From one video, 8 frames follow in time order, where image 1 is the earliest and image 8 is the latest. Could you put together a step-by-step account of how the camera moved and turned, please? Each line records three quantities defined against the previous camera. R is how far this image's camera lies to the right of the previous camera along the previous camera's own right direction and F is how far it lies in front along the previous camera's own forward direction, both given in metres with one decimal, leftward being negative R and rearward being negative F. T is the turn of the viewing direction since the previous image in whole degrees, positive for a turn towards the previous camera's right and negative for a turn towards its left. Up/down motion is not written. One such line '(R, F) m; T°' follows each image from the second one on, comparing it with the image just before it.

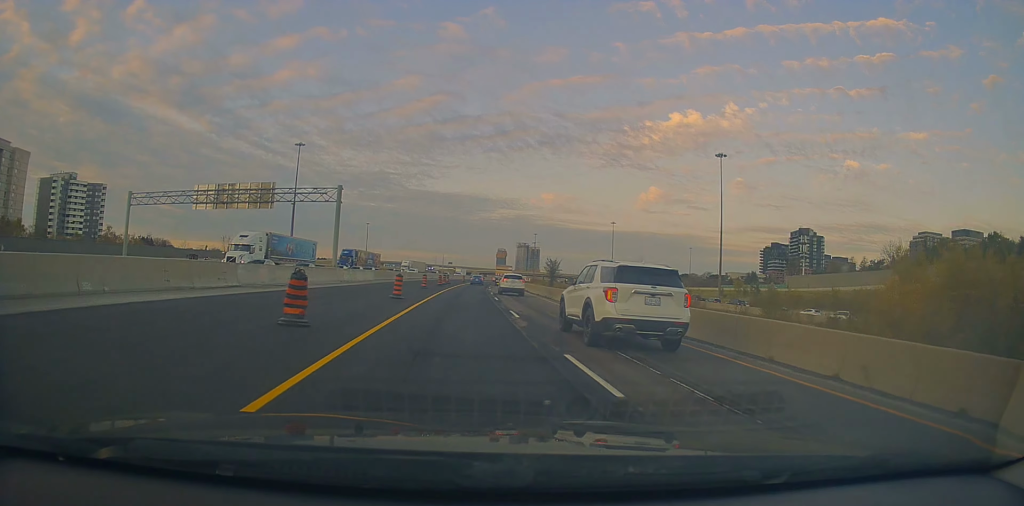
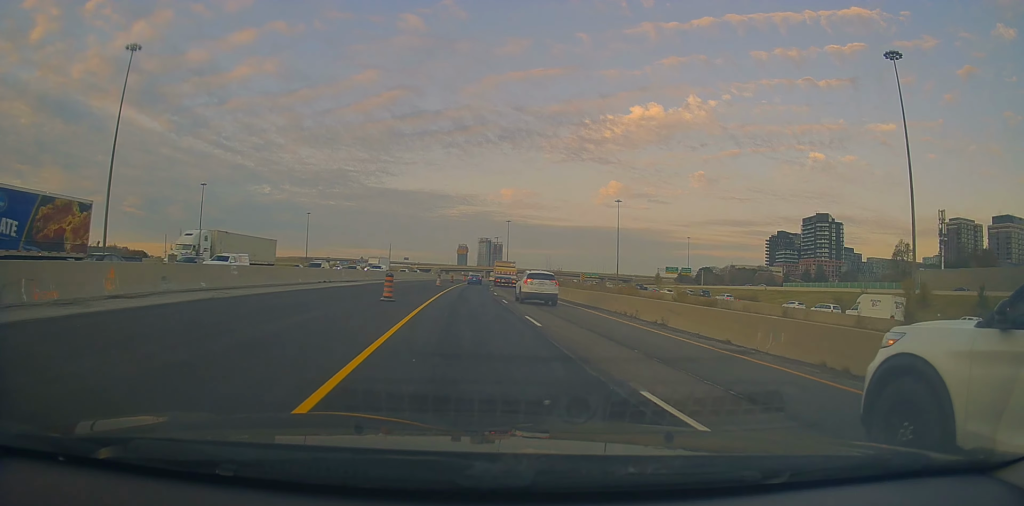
(+1.7, +74.8) m; +4°
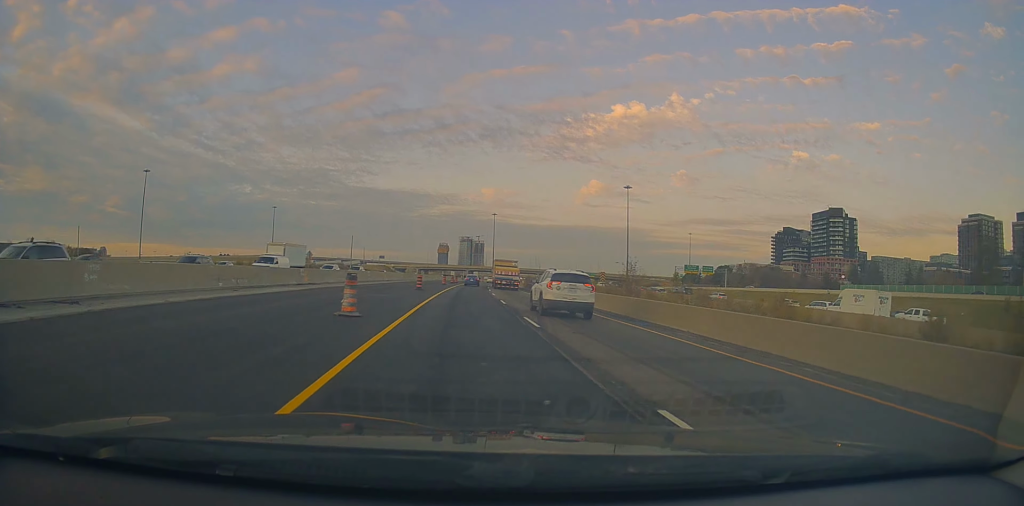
(+1.1, +36.6) m; +2°
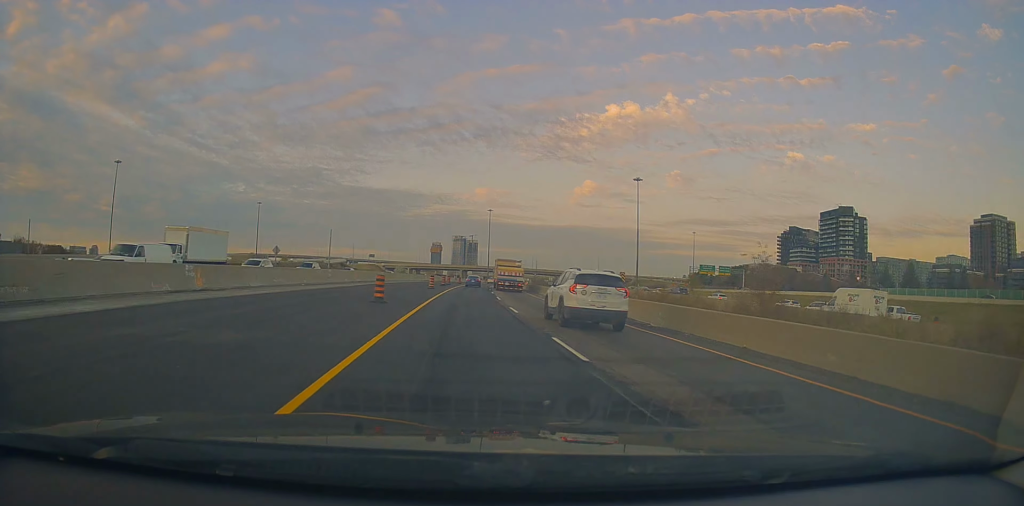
(0.0, +17.3) m; +1°
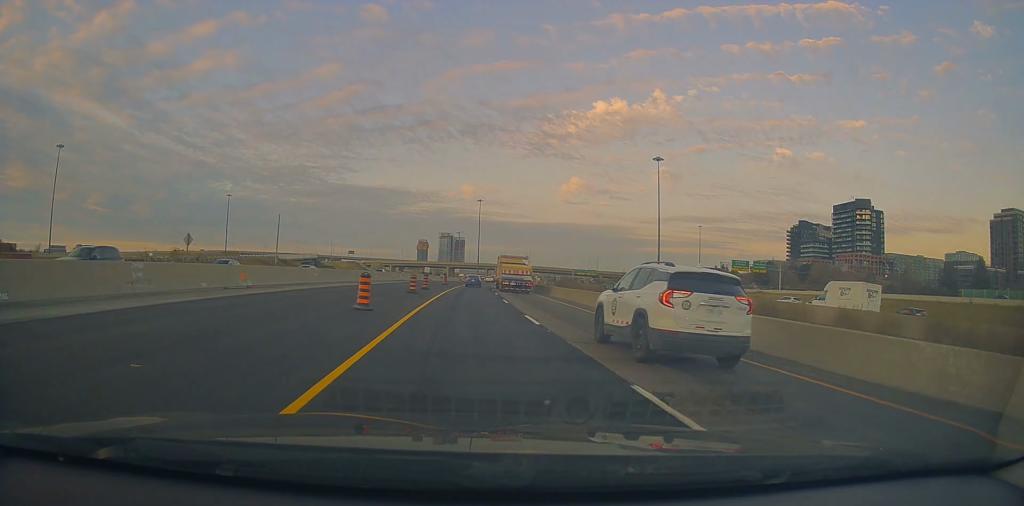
(+0.5, +28.9) m; +1°
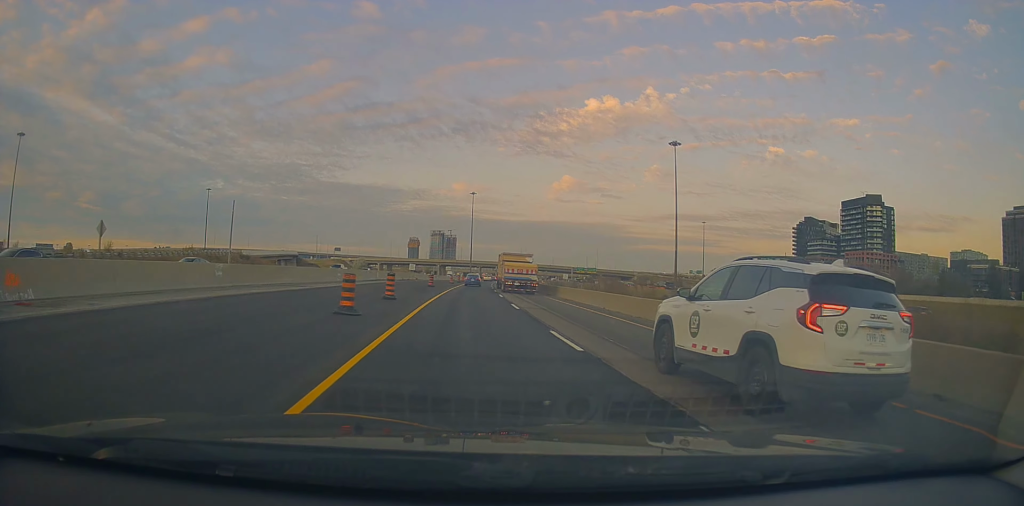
(0.0, +17.1) m; 0°
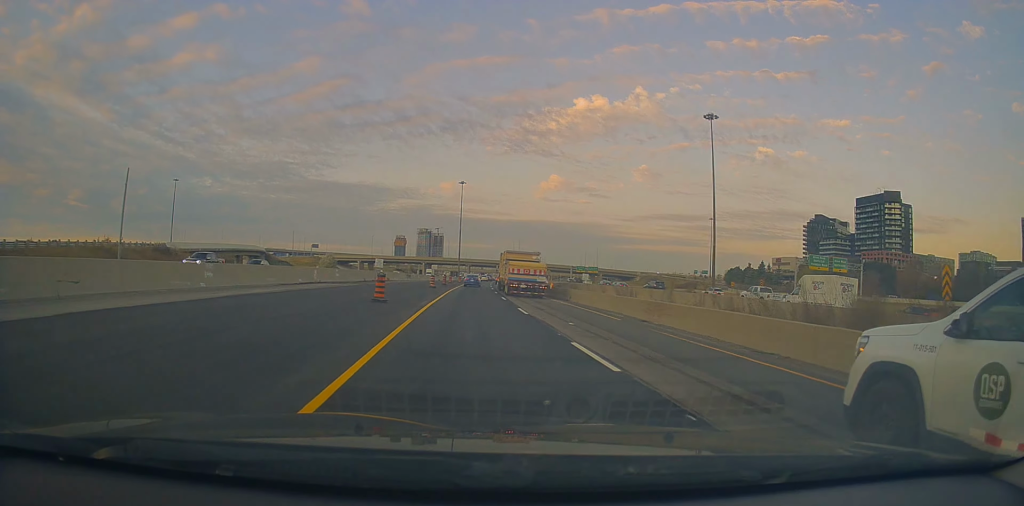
(+0.2, +26.0) m; +1°
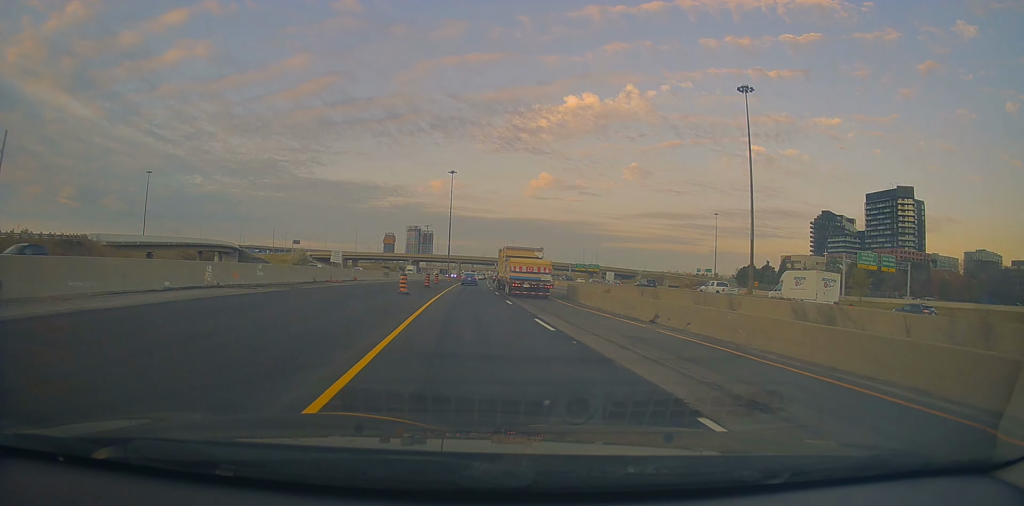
(+0.2, +18.2) m; +1°
